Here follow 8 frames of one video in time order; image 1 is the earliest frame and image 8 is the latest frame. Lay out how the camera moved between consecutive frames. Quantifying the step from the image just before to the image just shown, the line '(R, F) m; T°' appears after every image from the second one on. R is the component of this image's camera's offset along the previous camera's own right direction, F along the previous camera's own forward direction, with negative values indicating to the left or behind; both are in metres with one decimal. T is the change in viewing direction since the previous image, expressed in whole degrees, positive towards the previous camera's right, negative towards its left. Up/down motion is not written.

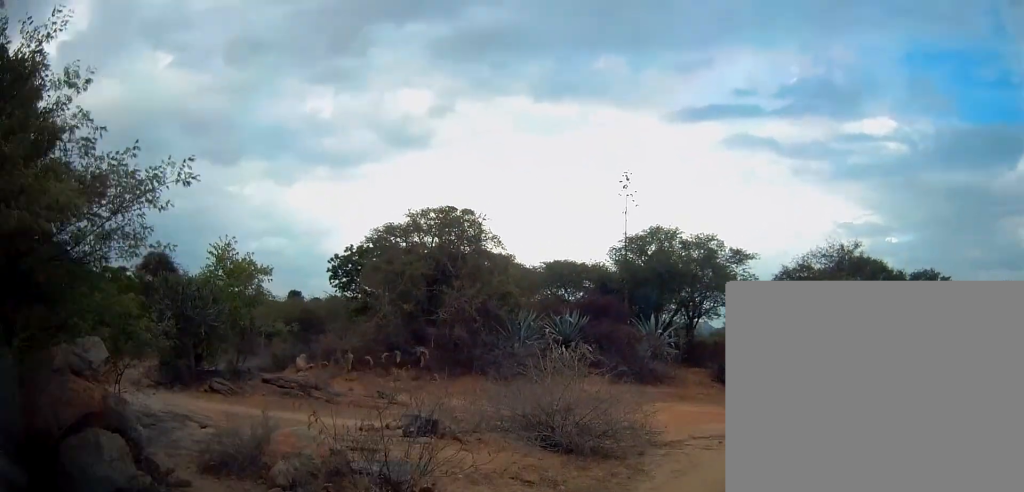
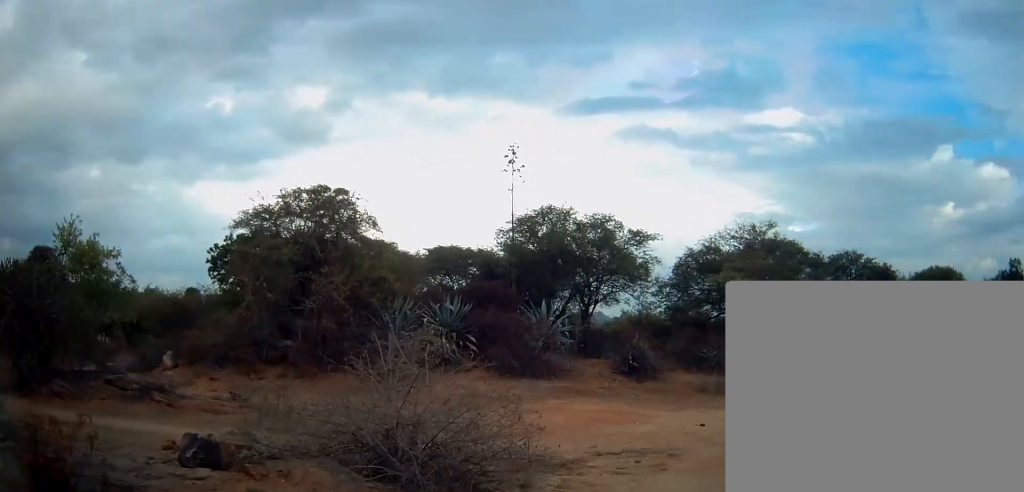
(-0.1, +1.8) m; +23°
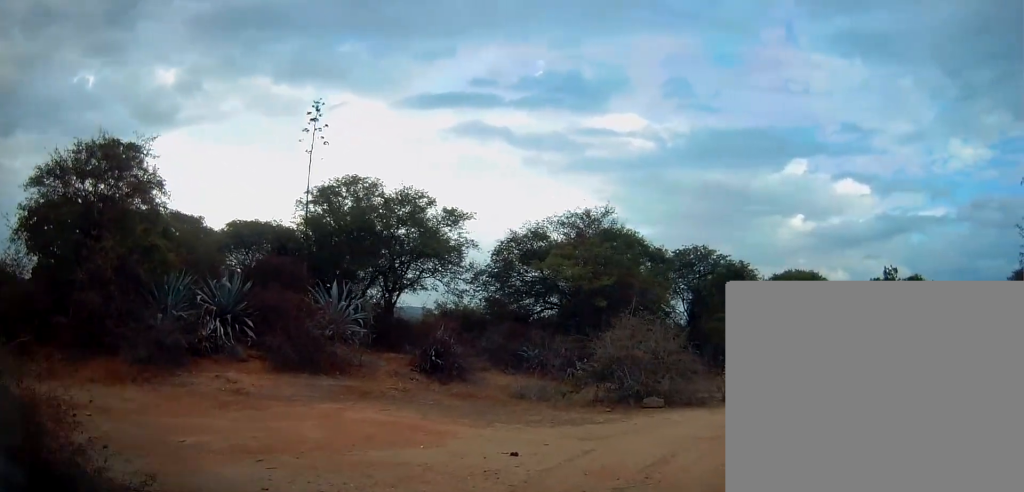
(+1.2, +3.4) m; +24°
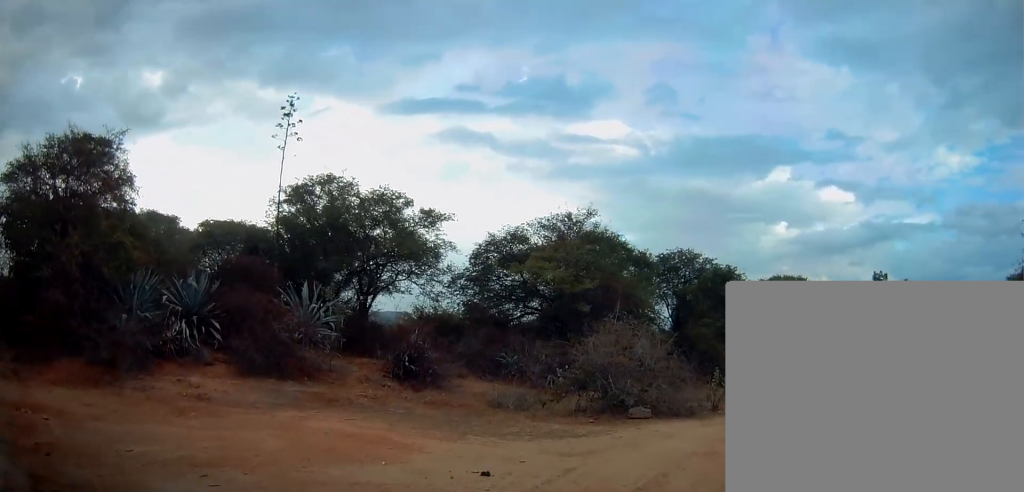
(0.0, +1.1) m; +6°
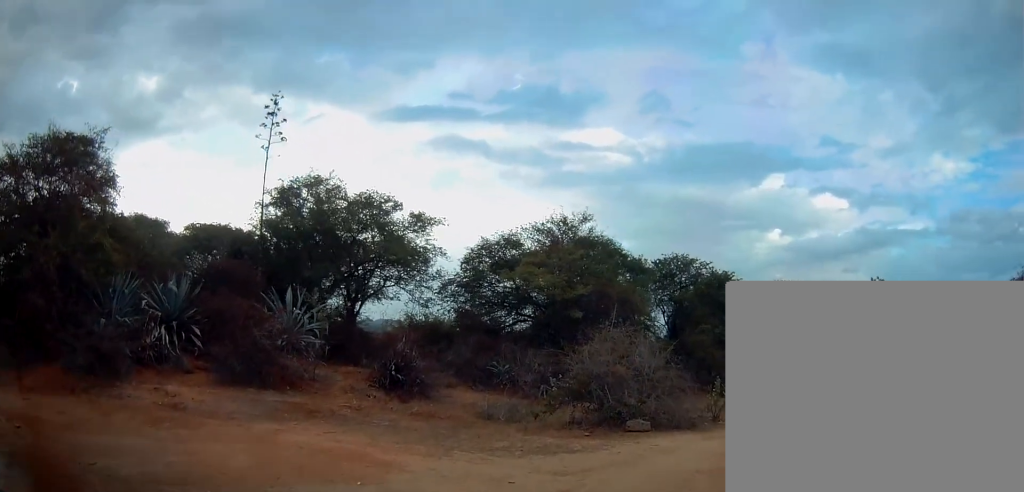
(0.0, +0.9) m; +5°
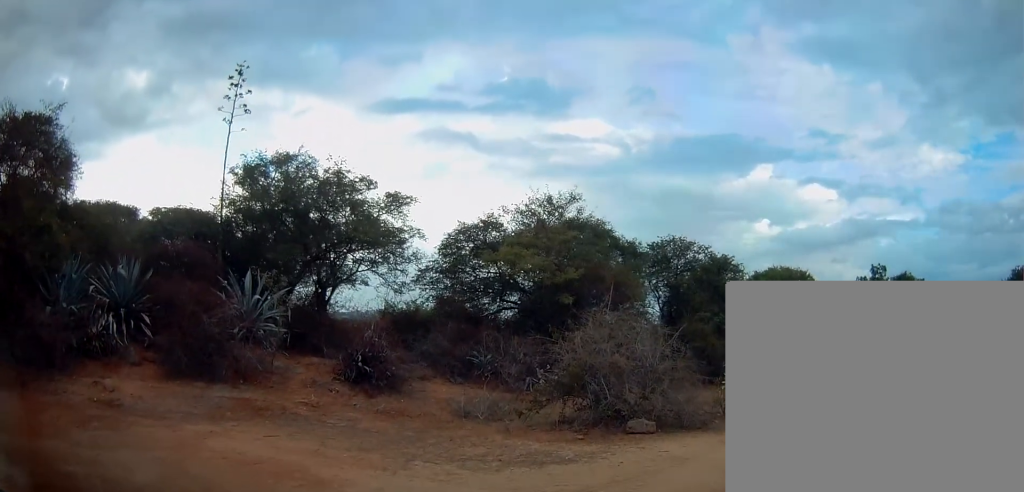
(+0.3, +2.2) m; +3°
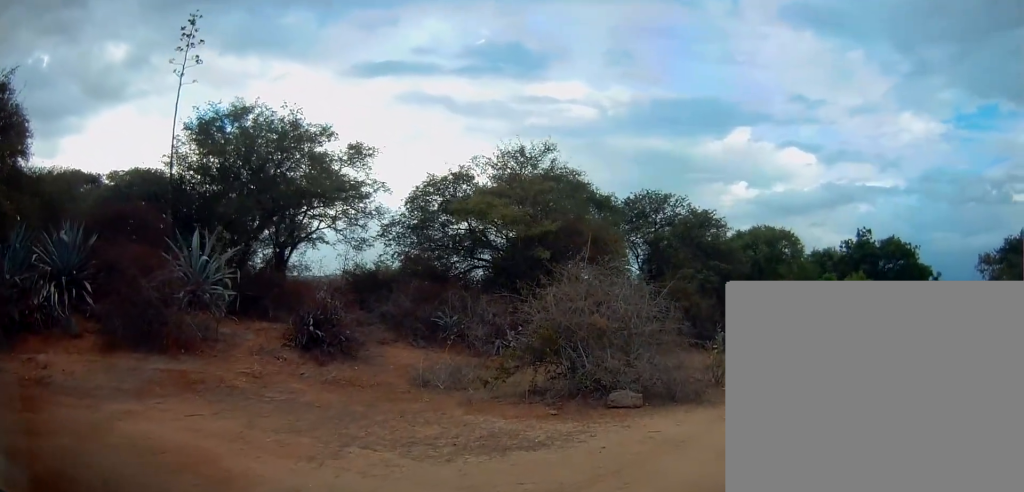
(-0.2, +1.6) m; +3°
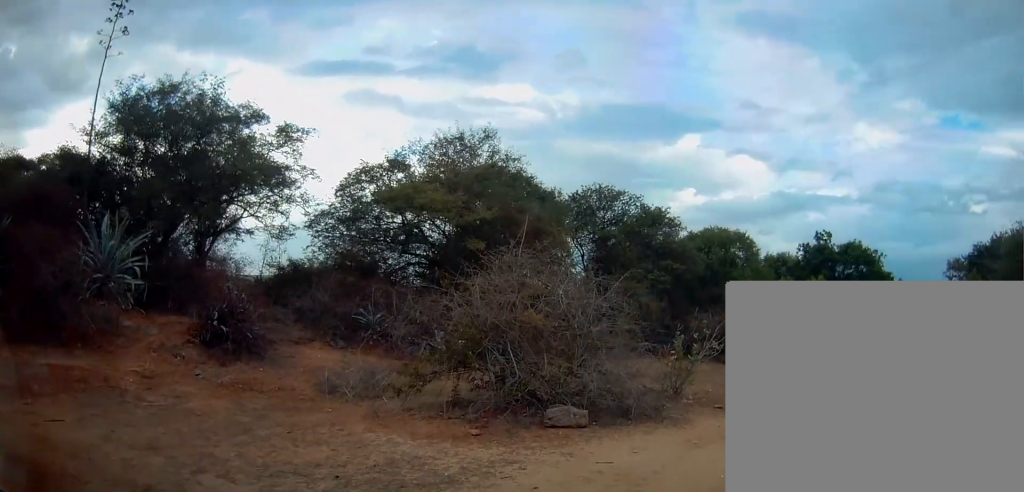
(+0.1, +1.8) m; +8°
